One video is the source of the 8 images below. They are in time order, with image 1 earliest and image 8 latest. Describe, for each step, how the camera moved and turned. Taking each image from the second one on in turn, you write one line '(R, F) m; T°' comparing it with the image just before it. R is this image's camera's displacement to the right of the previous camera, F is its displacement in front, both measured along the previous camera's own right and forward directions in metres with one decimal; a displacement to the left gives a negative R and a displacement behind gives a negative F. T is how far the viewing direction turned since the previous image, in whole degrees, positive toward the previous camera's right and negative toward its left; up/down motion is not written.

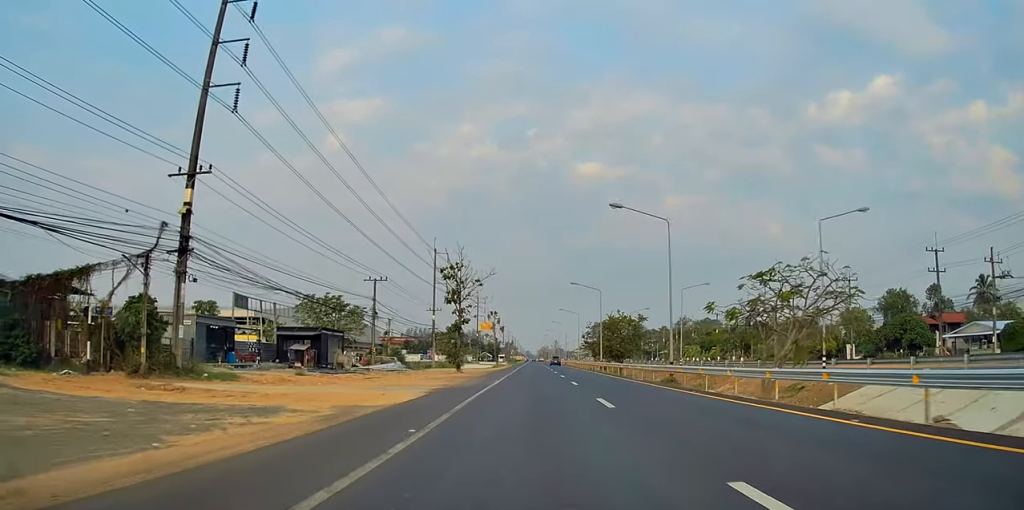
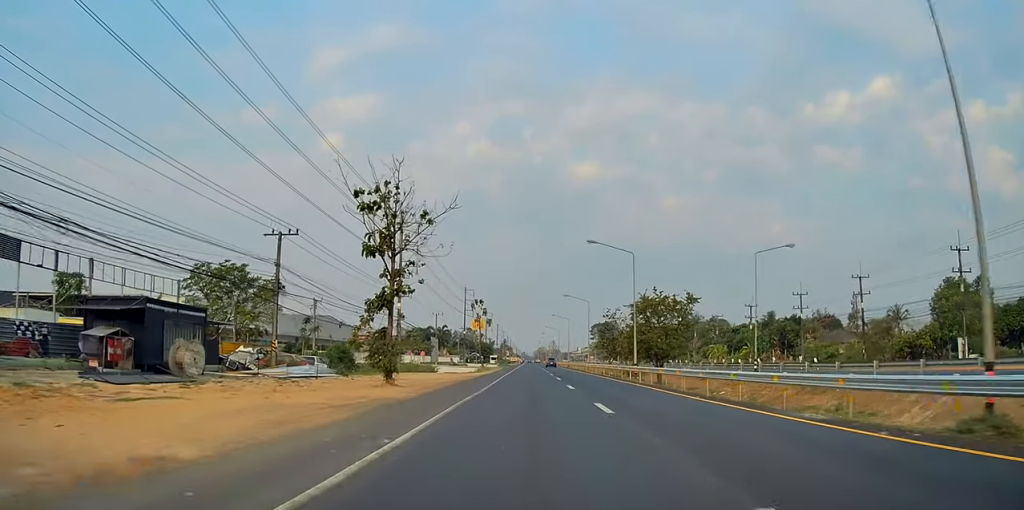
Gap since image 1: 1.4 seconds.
(0.0, +25.2) m; 0°
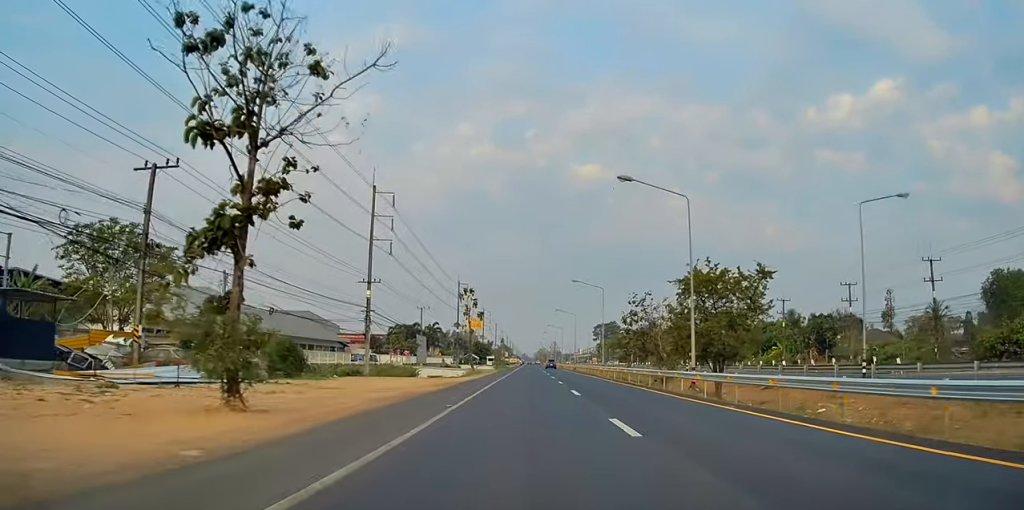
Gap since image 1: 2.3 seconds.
(0.0, +15.8) m; 0°
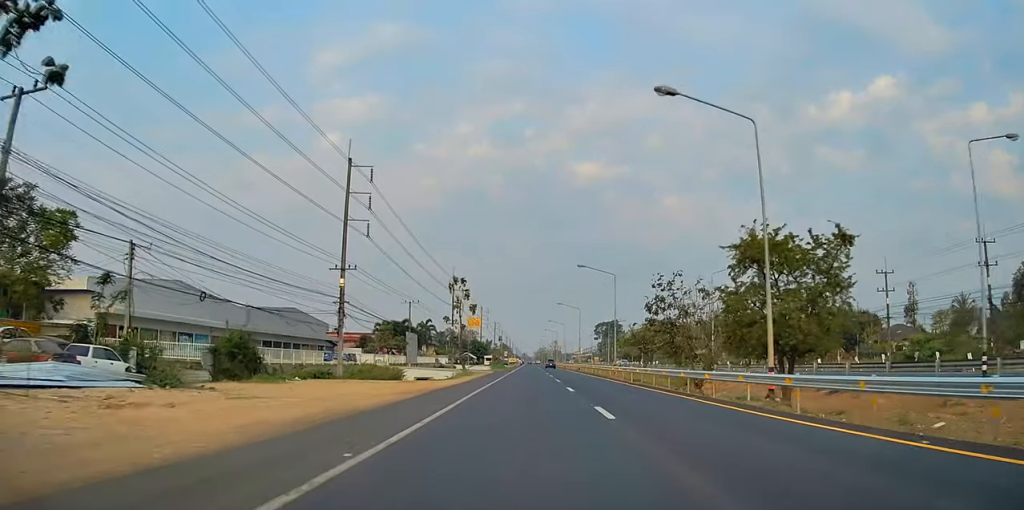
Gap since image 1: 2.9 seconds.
(0.0, +9.3) m; 0°
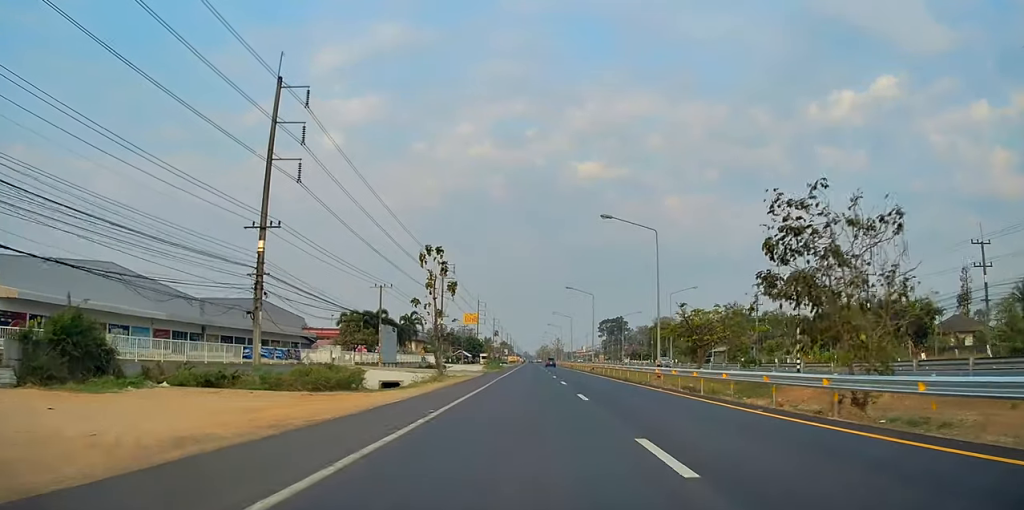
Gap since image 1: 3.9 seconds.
(0.0, +18.2) m; 0°
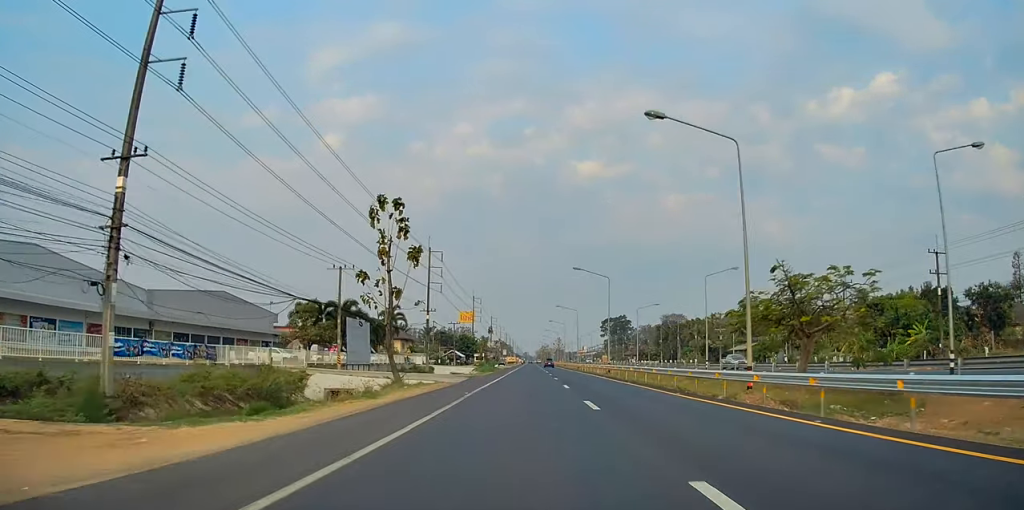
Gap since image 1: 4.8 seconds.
(0.0, +15.4) m; 0°
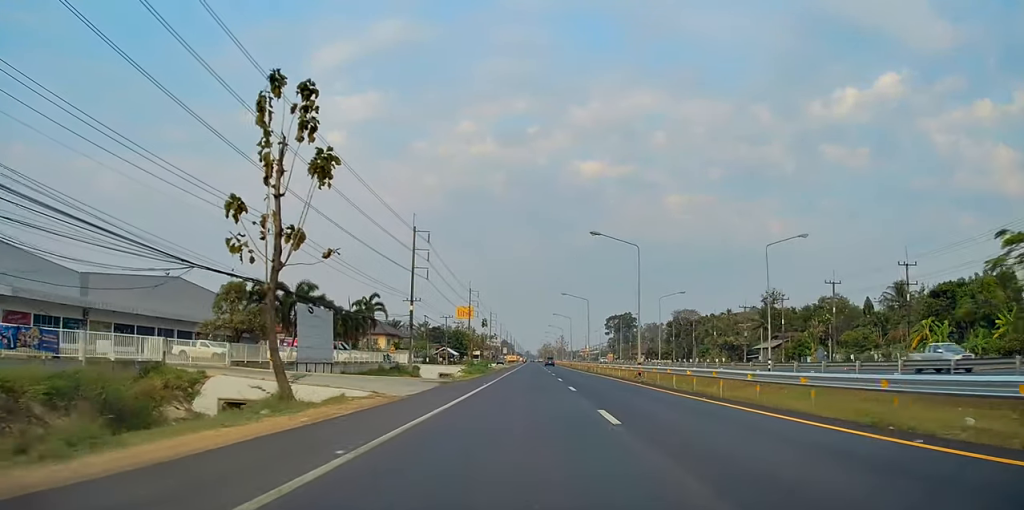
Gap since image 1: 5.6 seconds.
(+0.1, +15.7) m; 0°
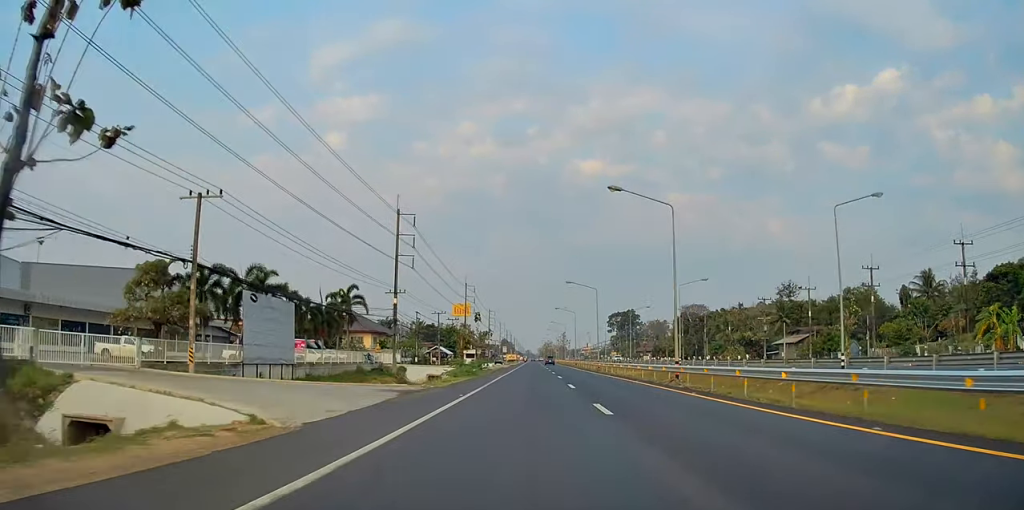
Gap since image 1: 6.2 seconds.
(0.0, +10.3) m; 0°
